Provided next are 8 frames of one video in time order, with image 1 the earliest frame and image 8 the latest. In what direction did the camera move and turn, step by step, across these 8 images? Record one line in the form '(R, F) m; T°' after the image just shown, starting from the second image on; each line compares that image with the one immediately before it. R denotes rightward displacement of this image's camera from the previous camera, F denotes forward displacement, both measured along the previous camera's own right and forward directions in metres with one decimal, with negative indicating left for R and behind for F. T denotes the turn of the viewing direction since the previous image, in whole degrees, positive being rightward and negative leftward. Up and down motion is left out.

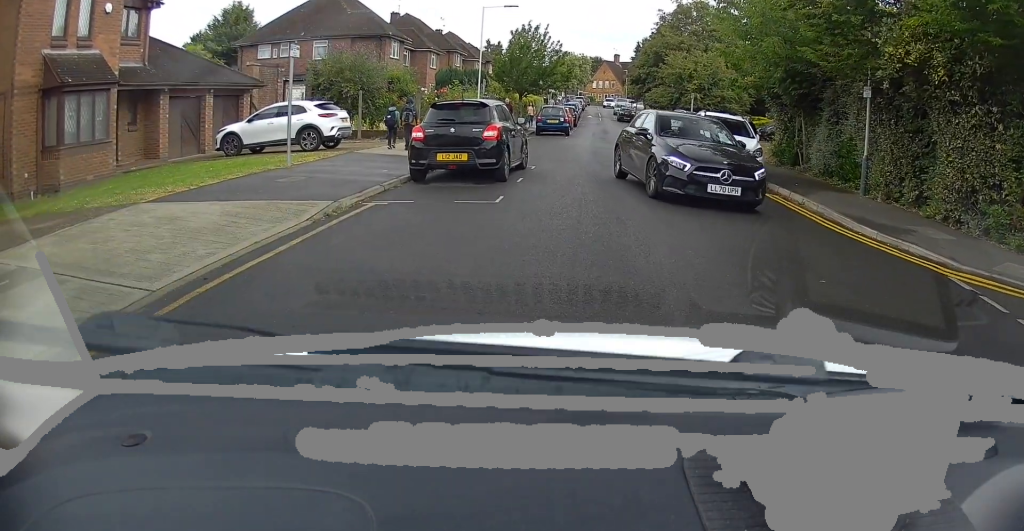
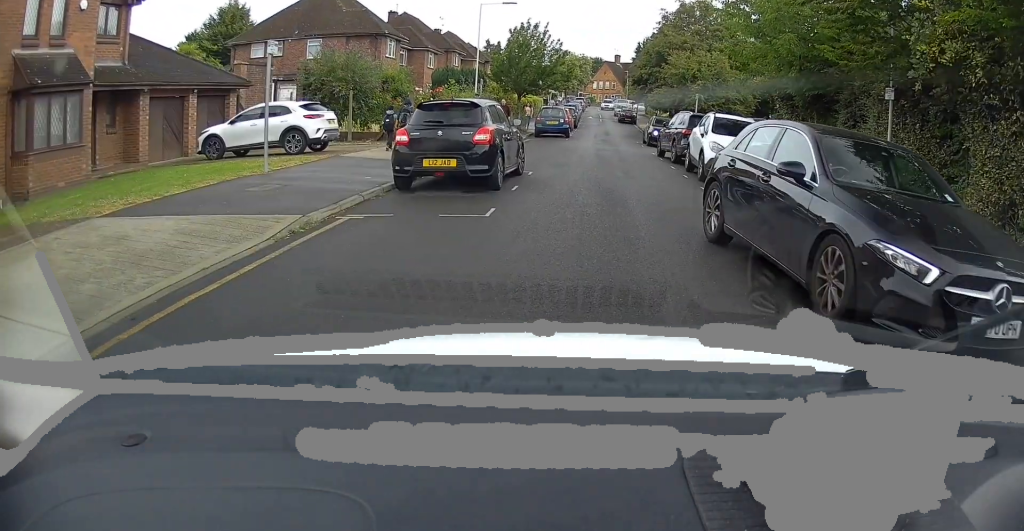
(0.0, +1.3) m; 0°
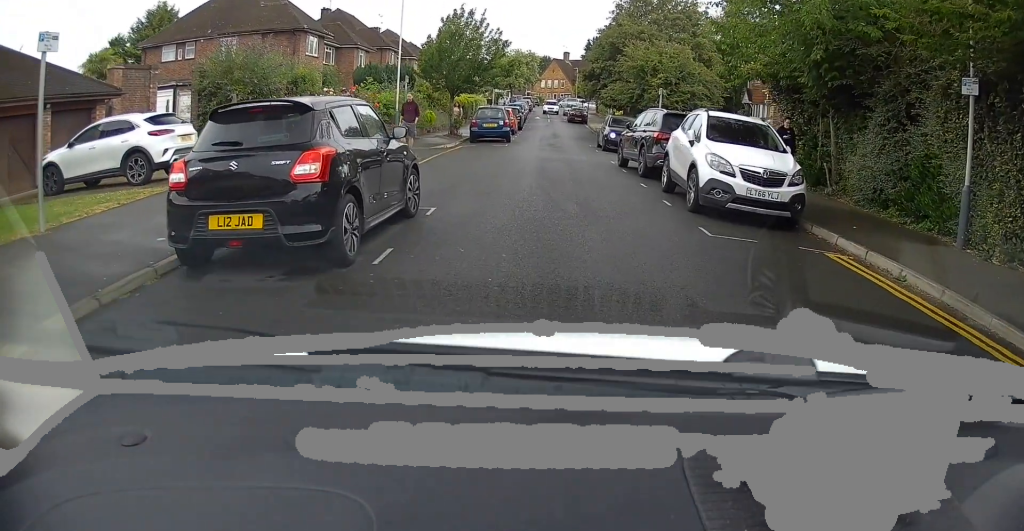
(+0.1, +5.2) m; +1°
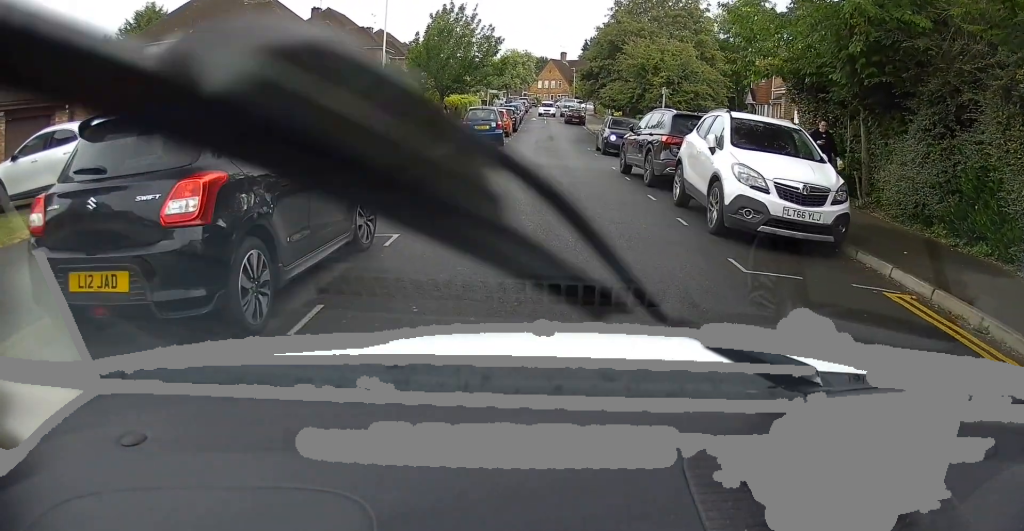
(0.0, +1.8) m; -1°
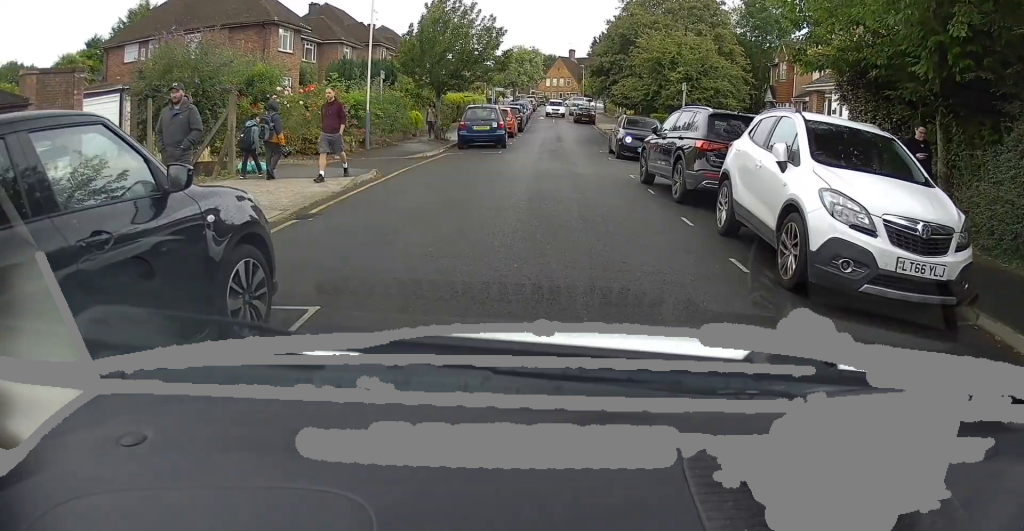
(-0.1, +2.6) m; 0°
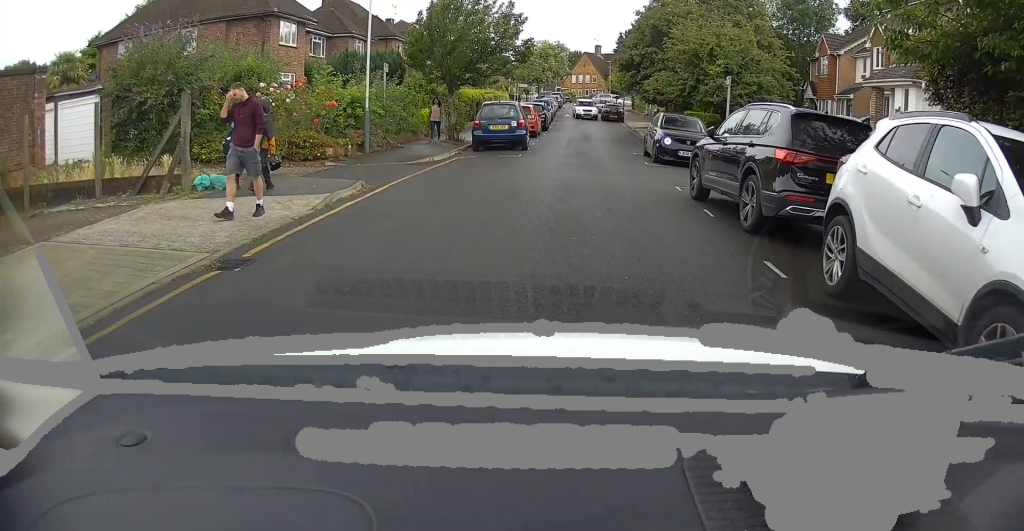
(0.0, +2.9) m; 0°
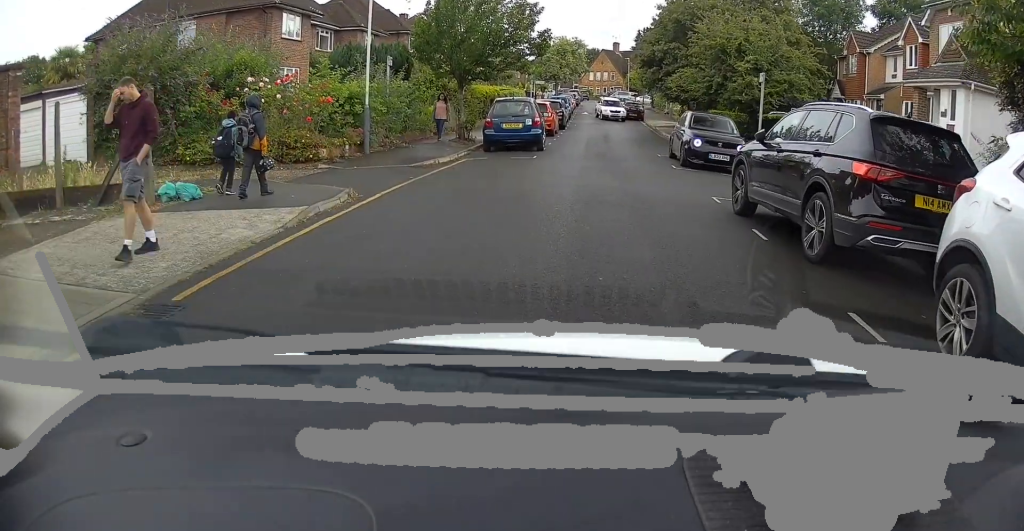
(0.0, +1.8) m; -1°
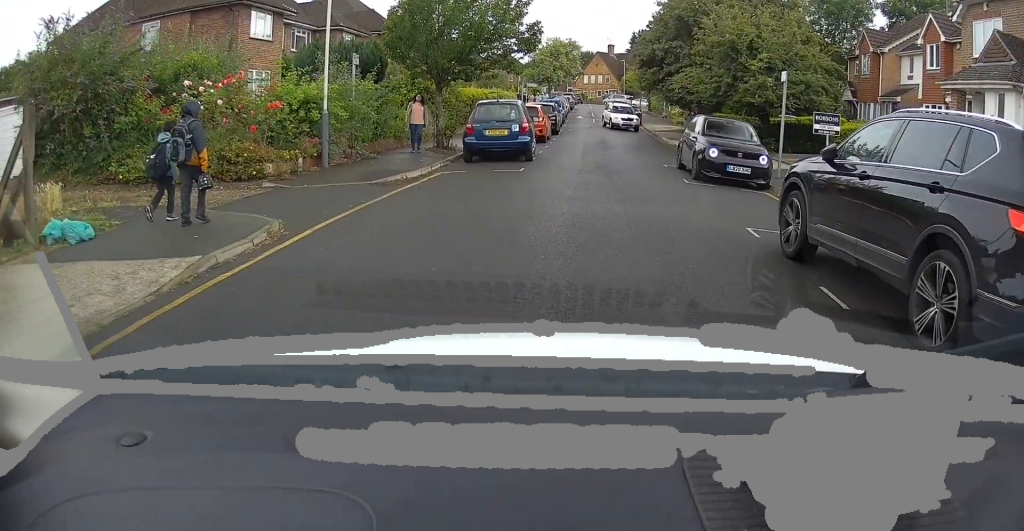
(-0.1, +2.6) m; -3°
